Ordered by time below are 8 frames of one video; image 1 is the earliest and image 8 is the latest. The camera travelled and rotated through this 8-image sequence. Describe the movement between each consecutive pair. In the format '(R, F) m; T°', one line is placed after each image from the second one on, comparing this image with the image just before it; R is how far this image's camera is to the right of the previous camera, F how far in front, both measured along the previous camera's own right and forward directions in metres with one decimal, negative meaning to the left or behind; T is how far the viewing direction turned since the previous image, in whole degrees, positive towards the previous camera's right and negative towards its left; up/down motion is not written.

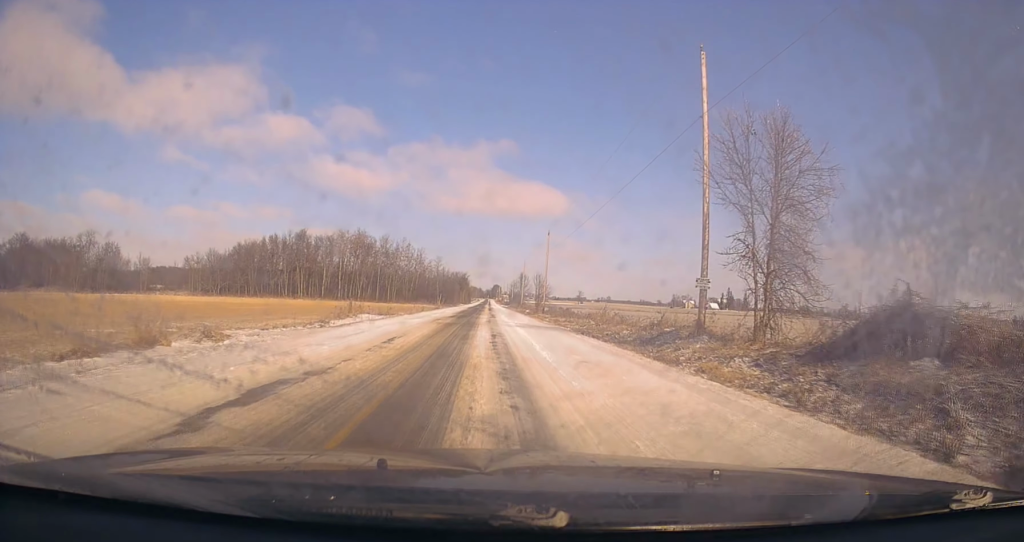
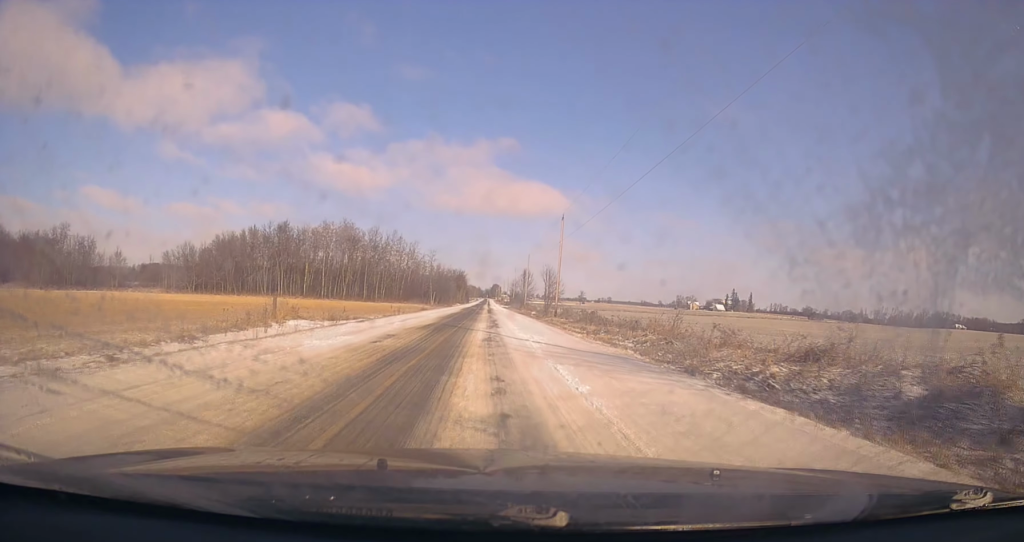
(-0.1, +16.9) m; +1°
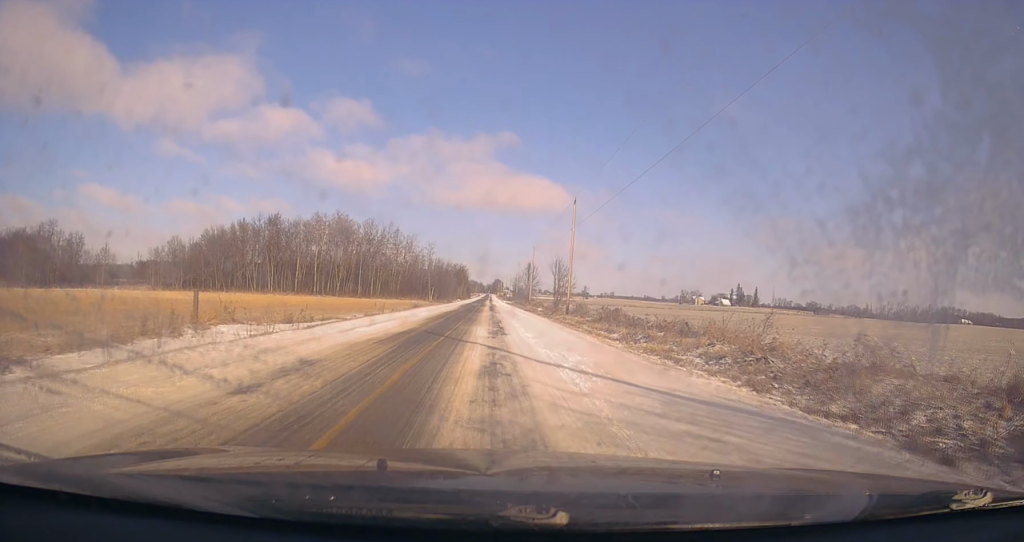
(-0.1, +8.6) m; 0°
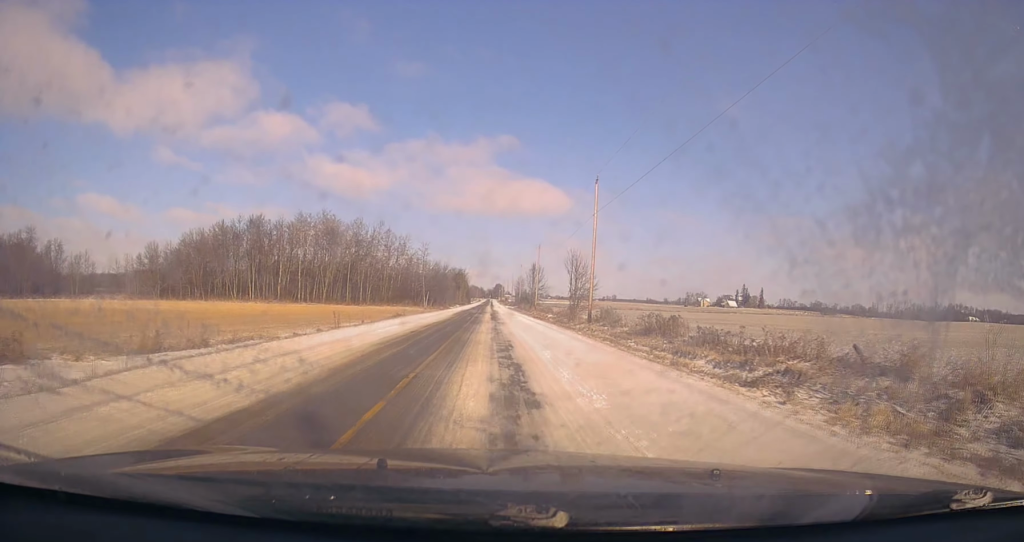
(+0.4, +12.5) m; 0°
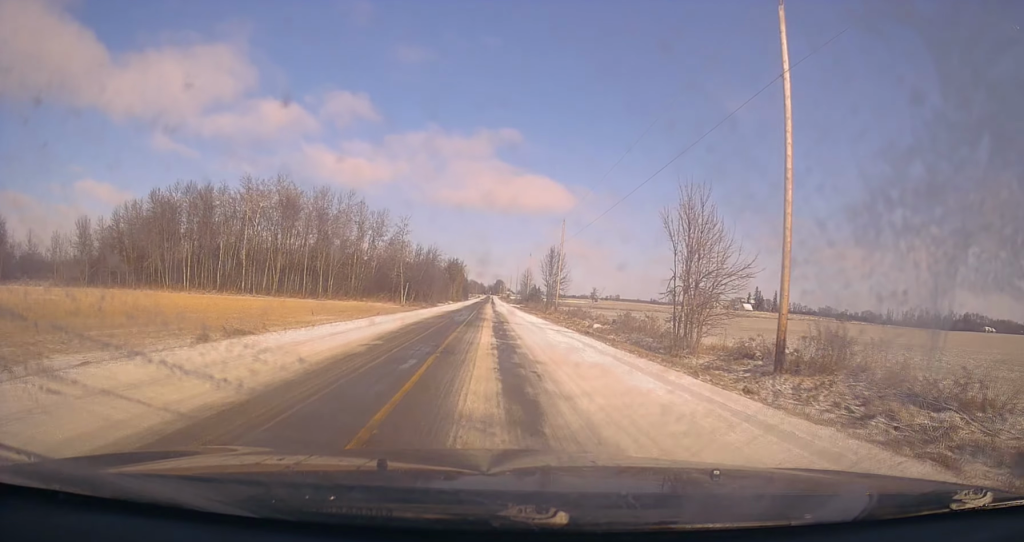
(-0.7, +32.4) m; -1°
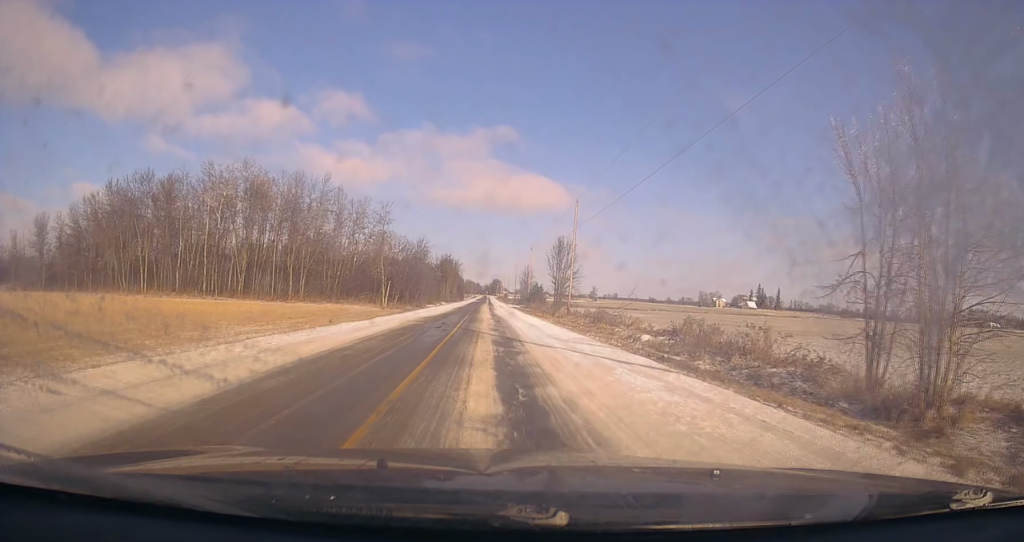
(+0.1, +14.3) m; 0°
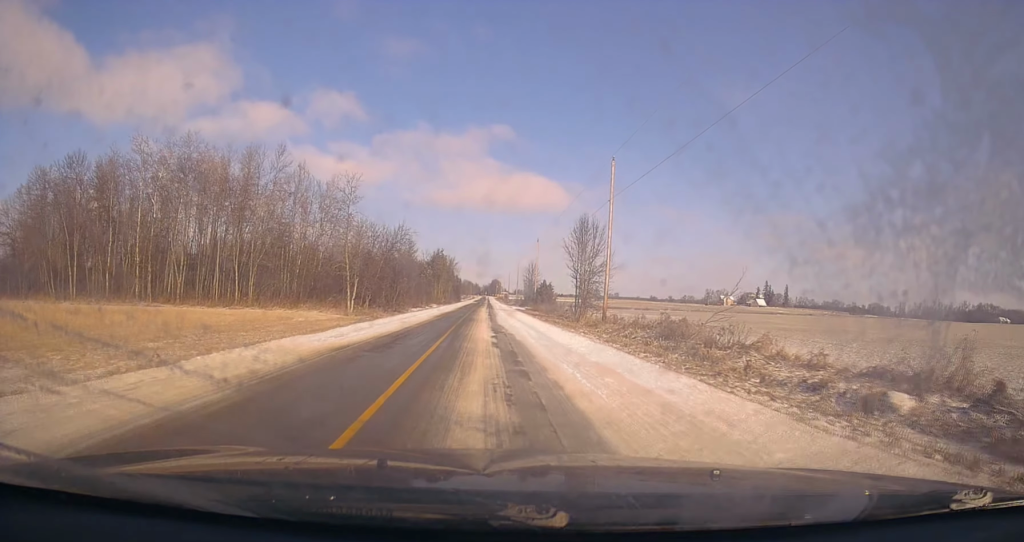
(0.0, +18.7) m; 0°
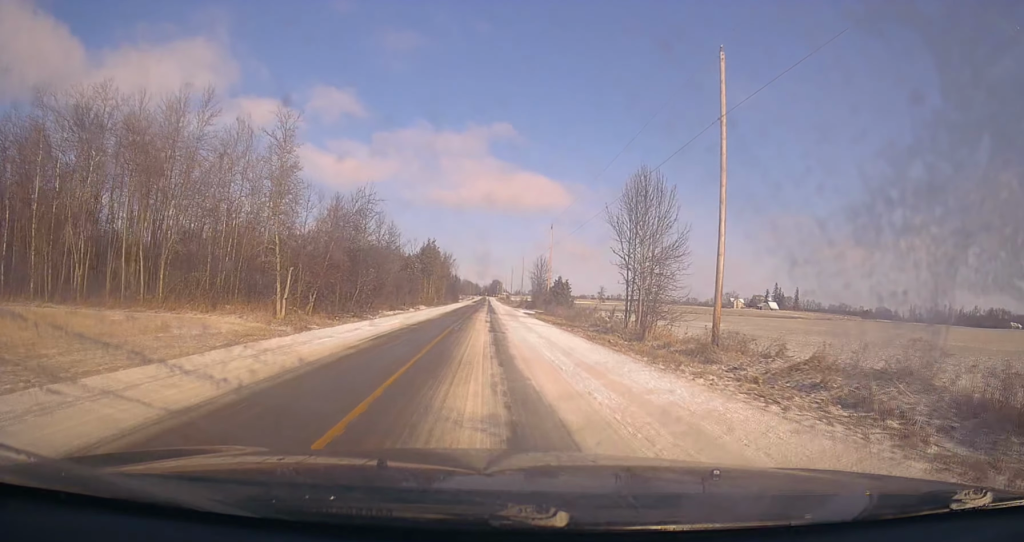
(0.0, +20.5) m; 0°
